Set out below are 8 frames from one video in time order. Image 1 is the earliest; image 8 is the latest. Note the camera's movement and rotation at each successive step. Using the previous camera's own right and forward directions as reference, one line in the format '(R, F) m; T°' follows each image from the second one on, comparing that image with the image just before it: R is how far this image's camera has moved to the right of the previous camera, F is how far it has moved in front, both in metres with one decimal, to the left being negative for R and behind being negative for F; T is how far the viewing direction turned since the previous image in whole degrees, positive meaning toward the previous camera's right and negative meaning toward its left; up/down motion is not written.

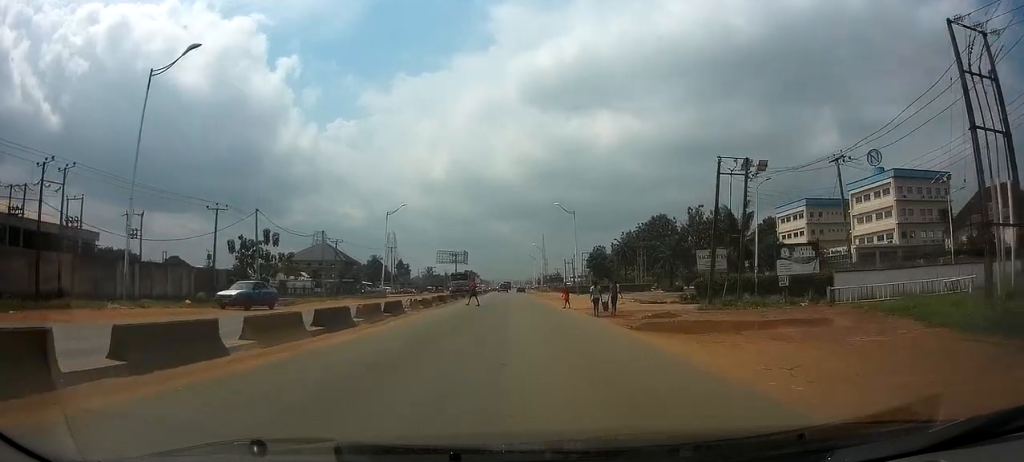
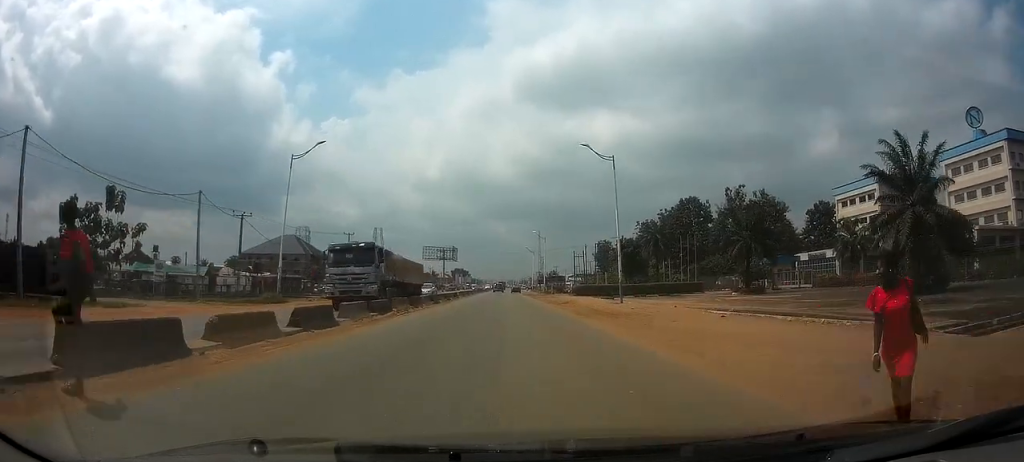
(+0.1, +30.2) m; 0°
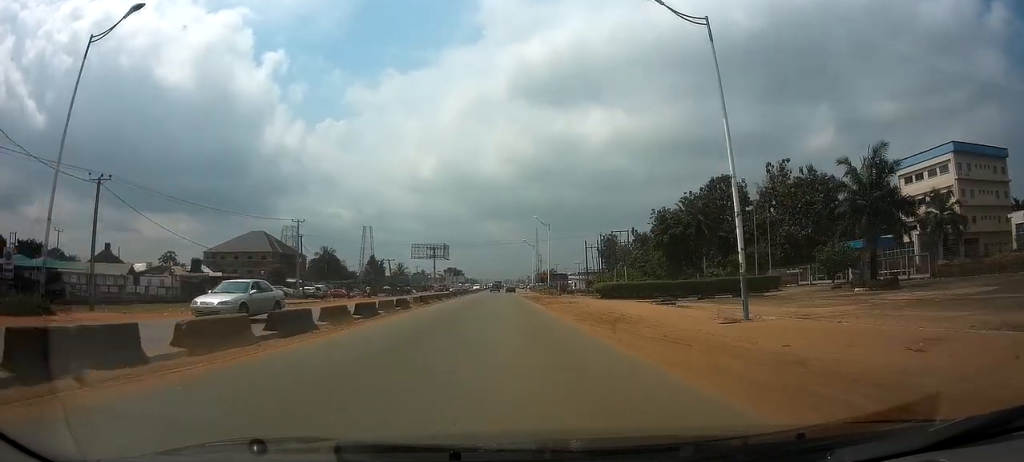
(+0.2, +22.2) m; 0°
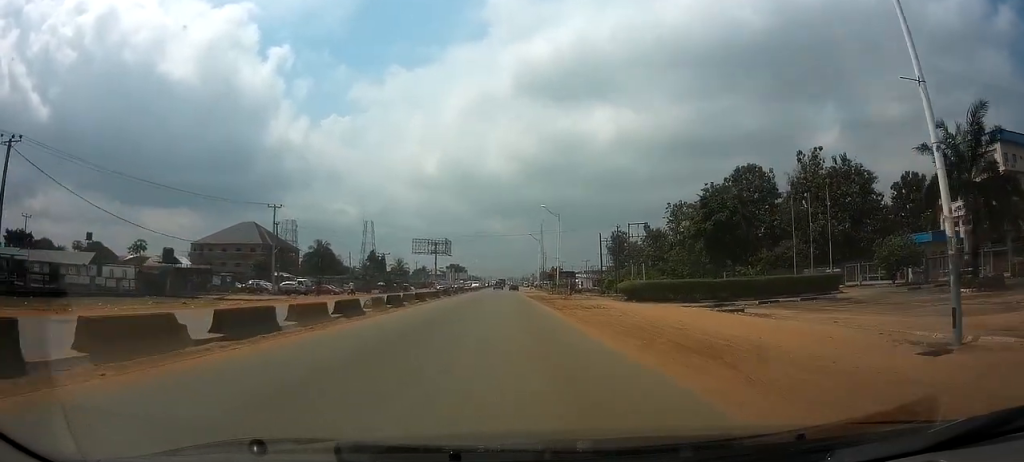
(0.0, +9.7) m; 0°
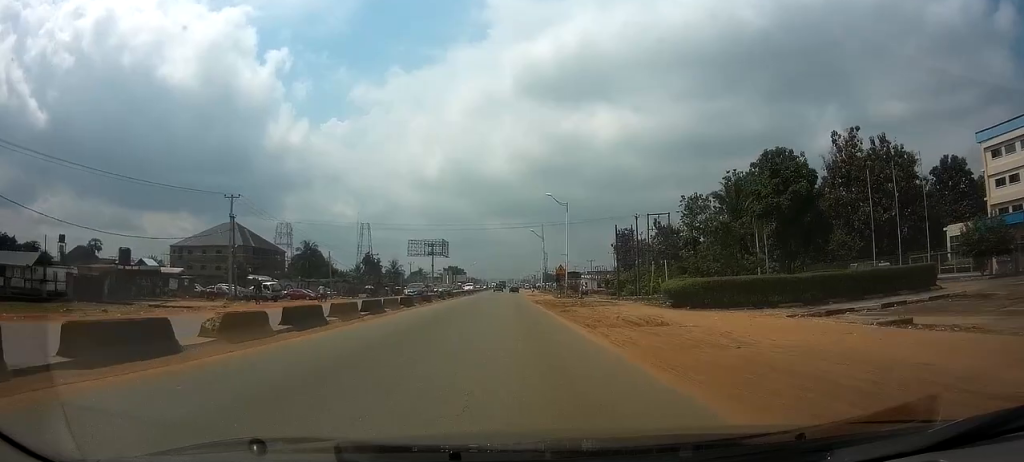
(0.0, +11.5) m; 0°
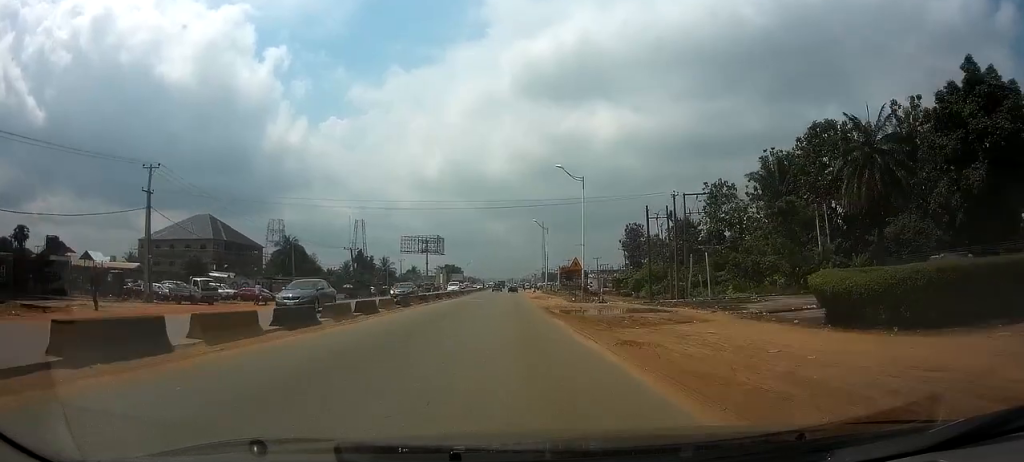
(0.0, +14.5) m; 0°
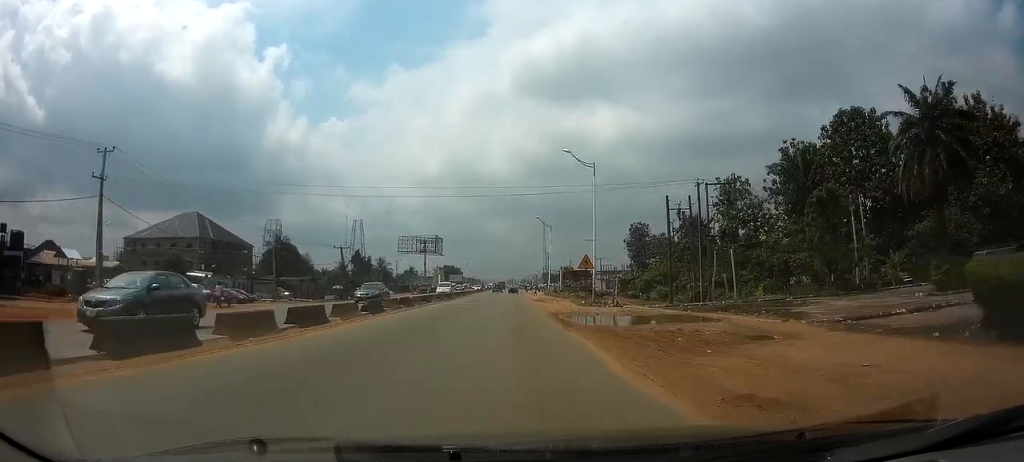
(0.0, +6.2) m; 0°
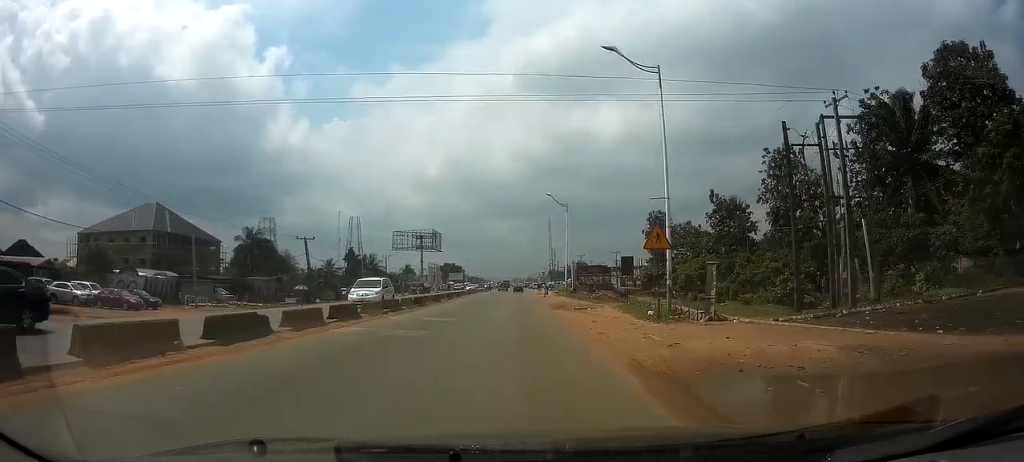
(-0.1, +19.0) m; -1°
